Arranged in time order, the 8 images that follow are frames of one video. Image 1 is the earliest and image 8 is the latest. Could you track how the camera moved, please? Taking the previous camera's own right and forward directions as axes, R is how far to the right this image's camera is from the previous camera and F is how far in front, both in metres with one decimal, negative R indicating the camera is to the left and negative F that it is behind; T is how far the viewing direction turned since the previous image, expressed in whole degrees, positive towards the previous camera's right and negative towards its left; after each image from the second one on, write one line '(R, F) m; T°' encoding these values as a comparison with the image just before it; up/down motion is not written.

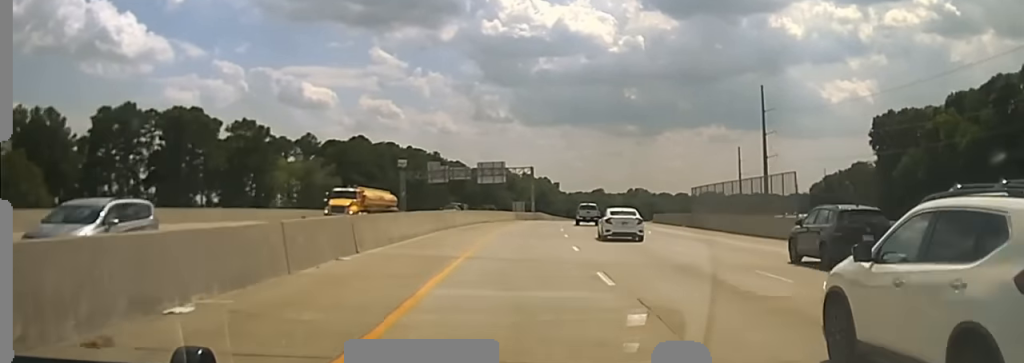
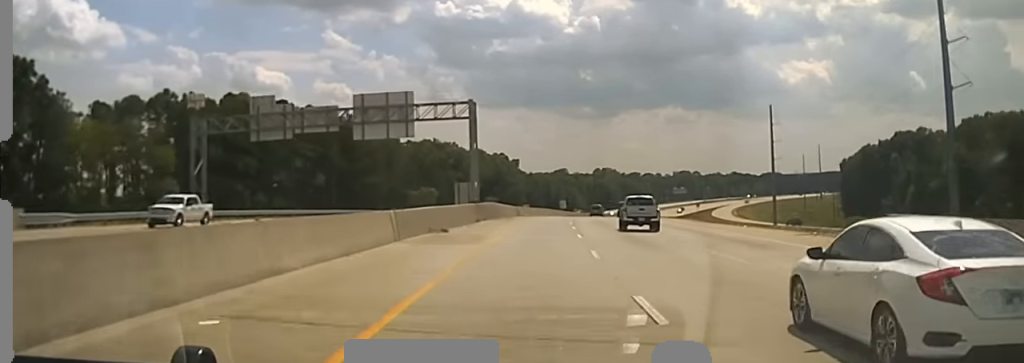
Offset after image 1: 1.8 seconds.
(+0.5, +76.7) m; +2°
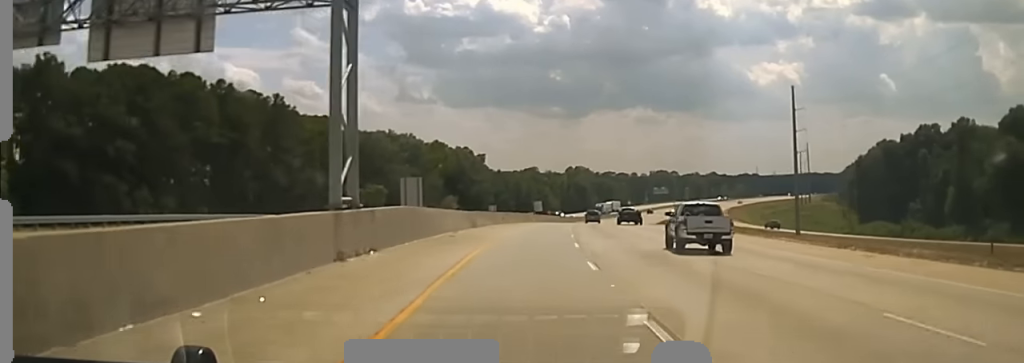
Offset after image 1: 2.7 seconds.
(+0.7, +39.4) m; +2°
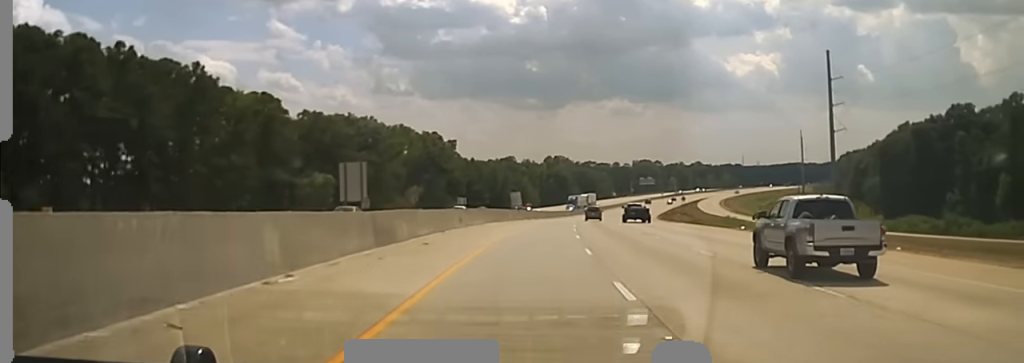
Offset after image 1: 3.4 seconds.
(+0.4, +31.2) m; +1°
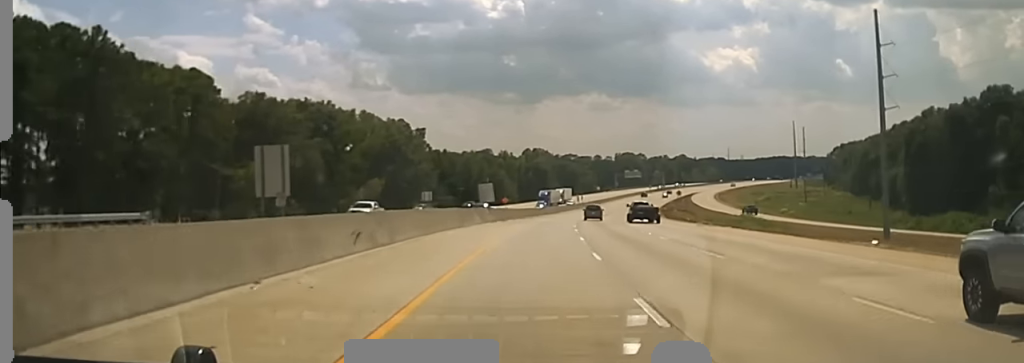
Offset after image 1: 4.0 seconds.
(+0.2, +27.9) m; +1°
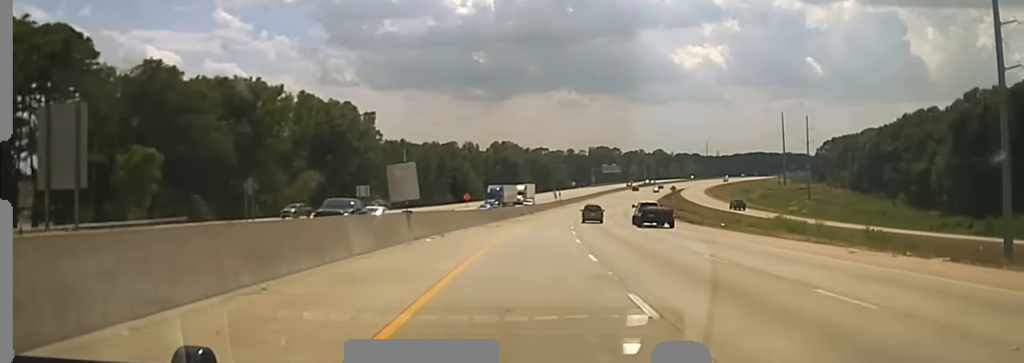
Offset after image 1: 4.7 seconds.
(+0.2, +32.6) m; +2°
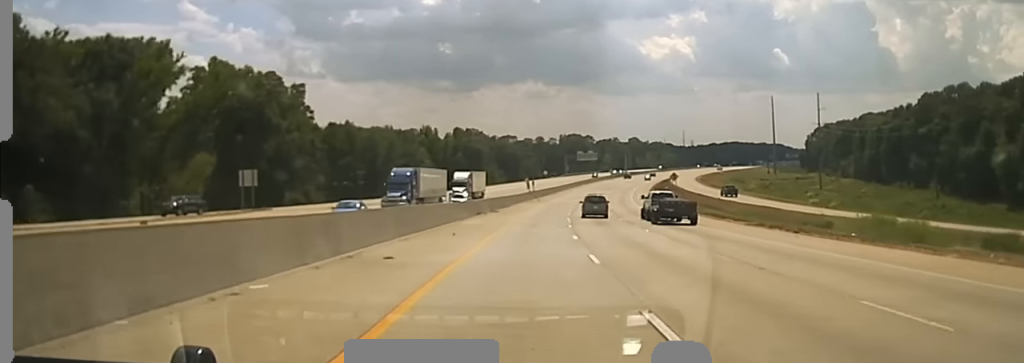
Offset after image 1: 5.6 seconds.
(+0.7, +38.6) m; +3°
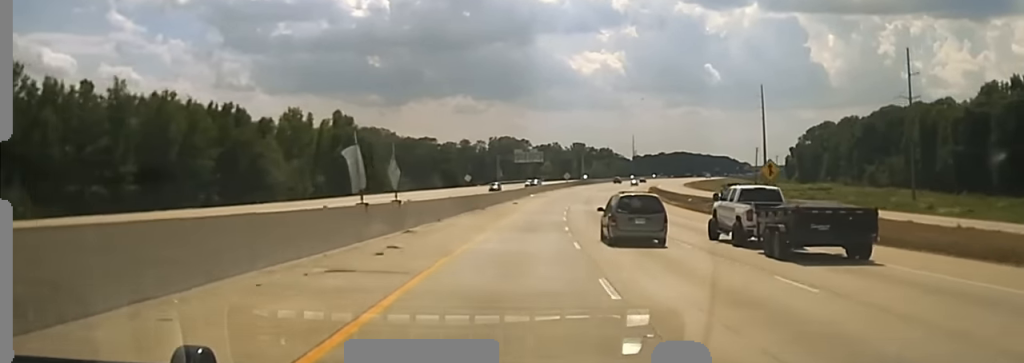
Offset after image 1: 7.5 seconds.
(+3.5, +93.3) m; +4°
